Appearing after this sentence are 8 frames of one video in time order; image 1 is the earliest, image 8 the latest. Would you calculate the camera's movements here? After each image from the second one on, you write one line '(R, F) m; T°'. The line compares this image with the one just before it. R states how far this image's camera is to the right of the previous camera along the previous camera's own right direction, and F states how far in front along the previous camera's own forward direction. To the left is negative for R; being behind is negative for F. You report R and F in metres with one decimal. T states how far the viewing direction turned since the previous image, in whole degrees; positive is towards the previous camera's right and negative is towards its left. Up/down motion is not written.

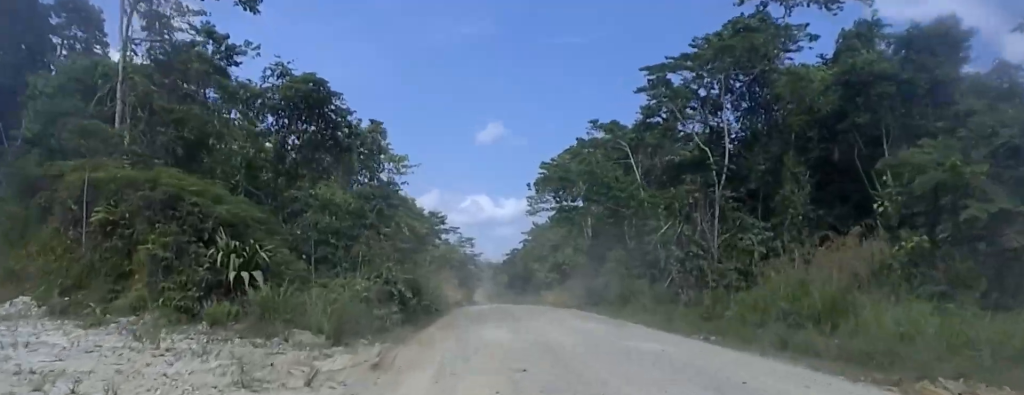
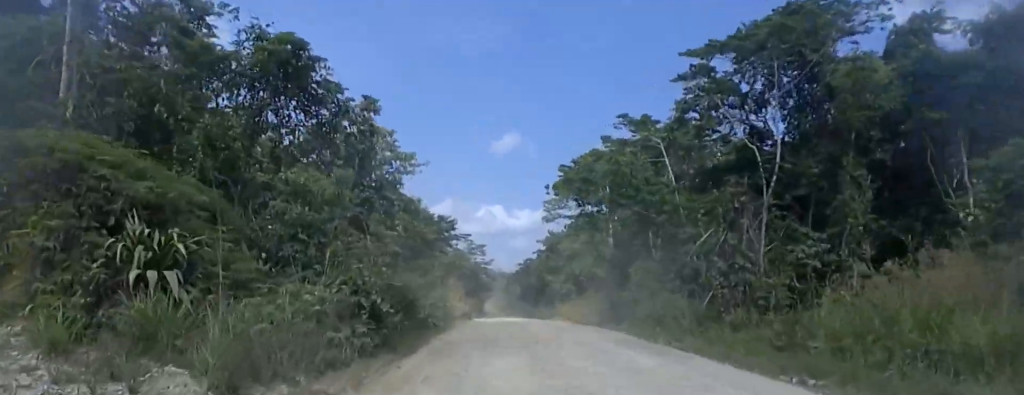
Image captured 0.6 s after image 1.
(0.0, +4.6) m; 0°
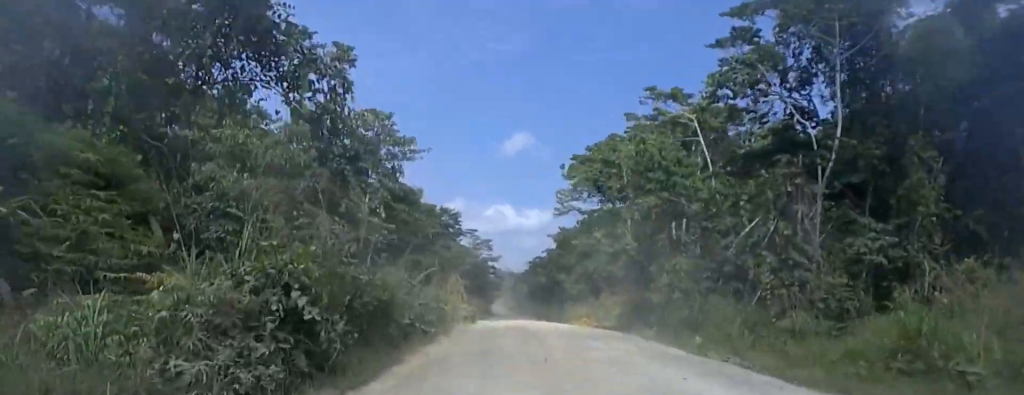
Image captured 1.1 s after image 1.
(0.0, +4.7) m; 0°
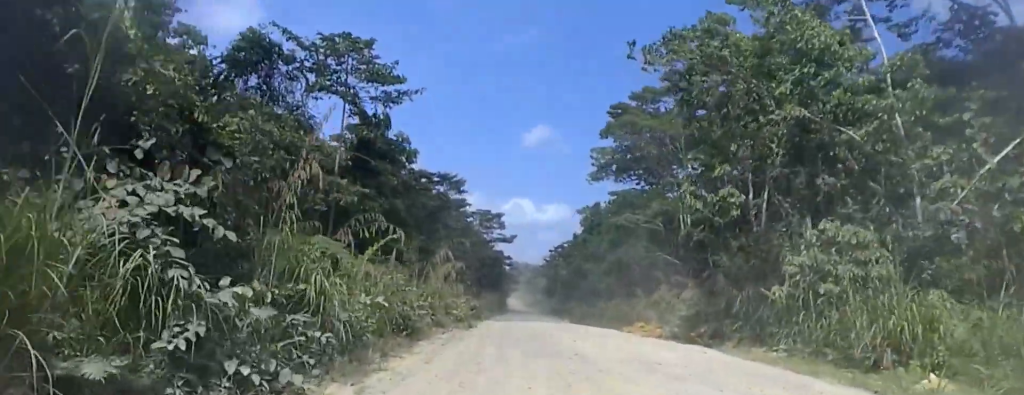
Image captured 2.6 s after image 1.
(0.0, +12.5) m; 0°
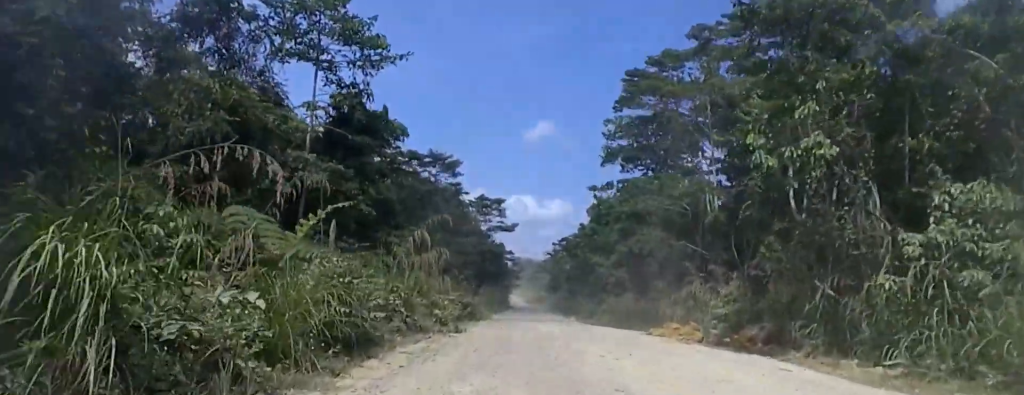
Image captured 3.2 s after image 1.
(0.0, +5.1) m; 0°
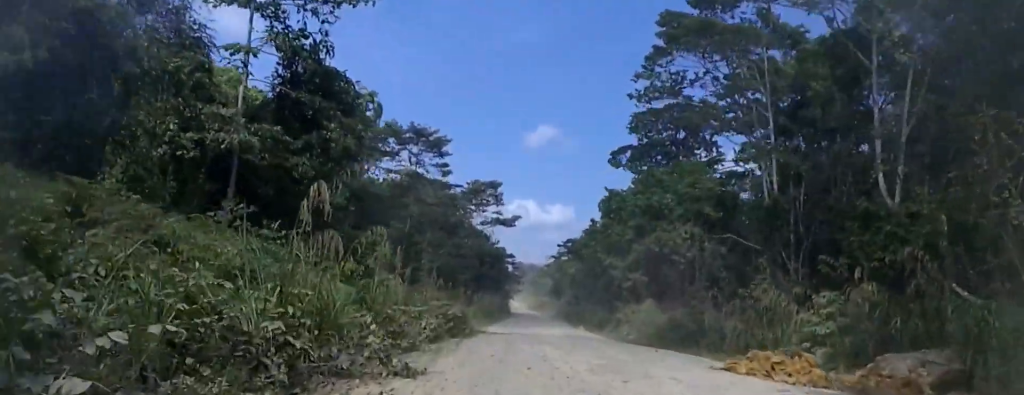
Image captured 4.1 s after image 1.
(0.0, +7.8) m; 0°
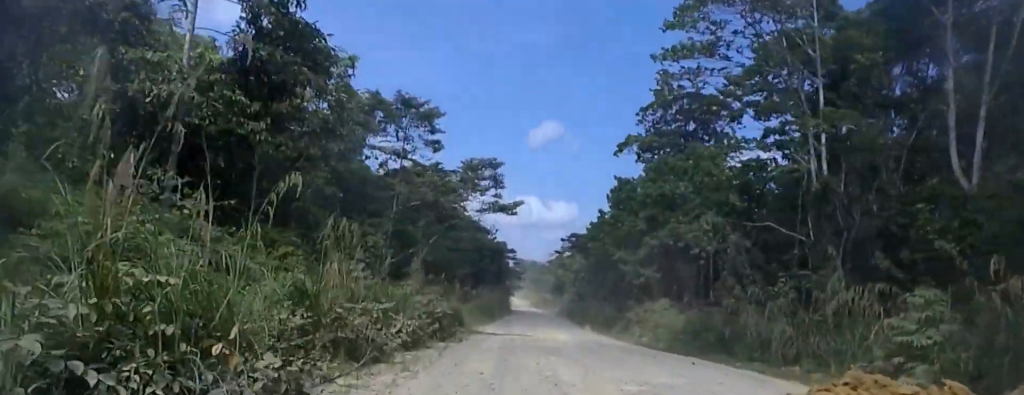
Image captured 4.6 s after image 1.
(0.0, +4.1) m; 0°
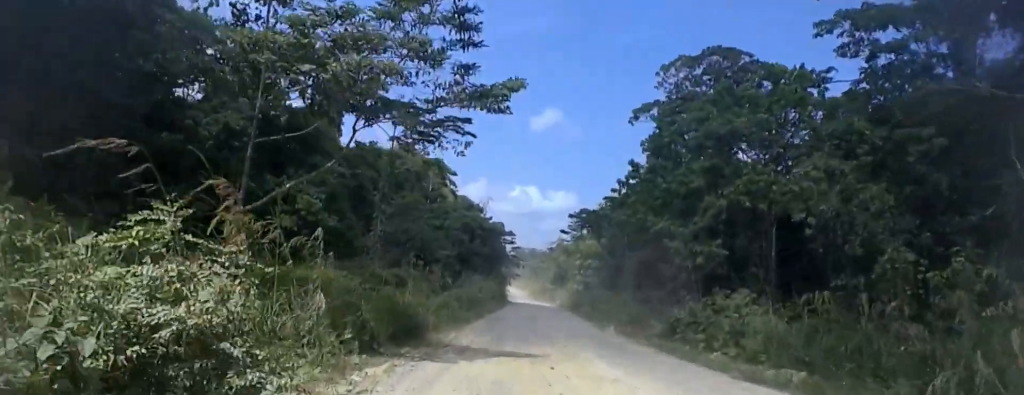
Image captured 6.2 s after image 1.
(0.0, +15.0) m; 0°
